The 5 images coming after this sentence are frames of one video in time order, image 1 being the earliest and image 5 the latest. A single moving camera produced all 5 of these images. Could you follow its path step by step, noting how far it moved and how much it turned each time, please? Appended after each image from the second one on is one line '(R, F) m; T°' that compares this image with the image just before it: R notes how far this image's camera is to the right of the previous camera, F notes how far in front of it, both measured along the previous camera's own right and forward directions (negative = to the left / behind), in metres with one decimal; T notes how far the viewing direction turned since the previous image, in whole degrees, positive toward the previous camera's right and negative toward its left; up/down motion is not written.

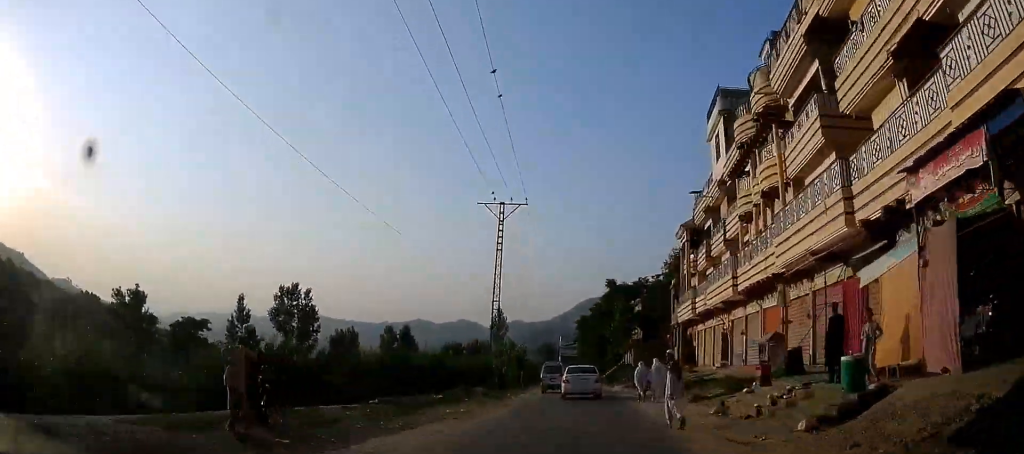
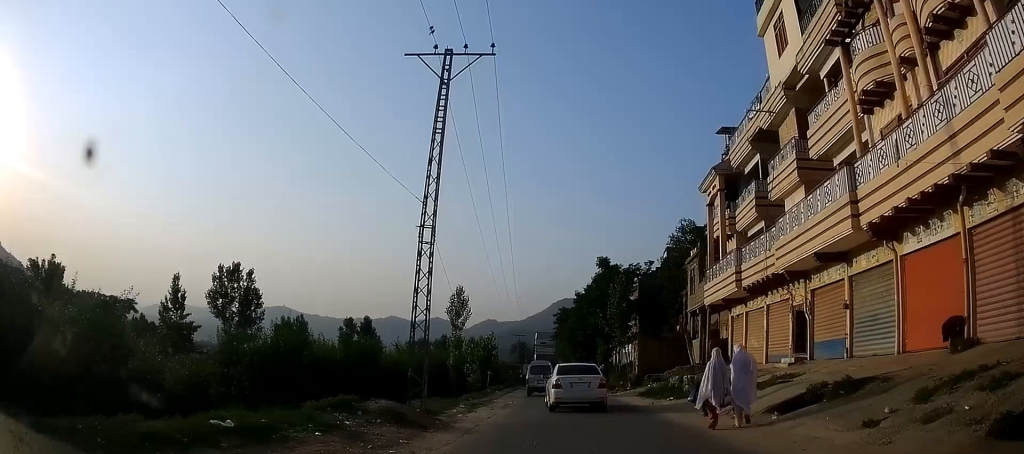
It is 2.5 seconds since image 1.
(-0.2, +14.3) m; 0°
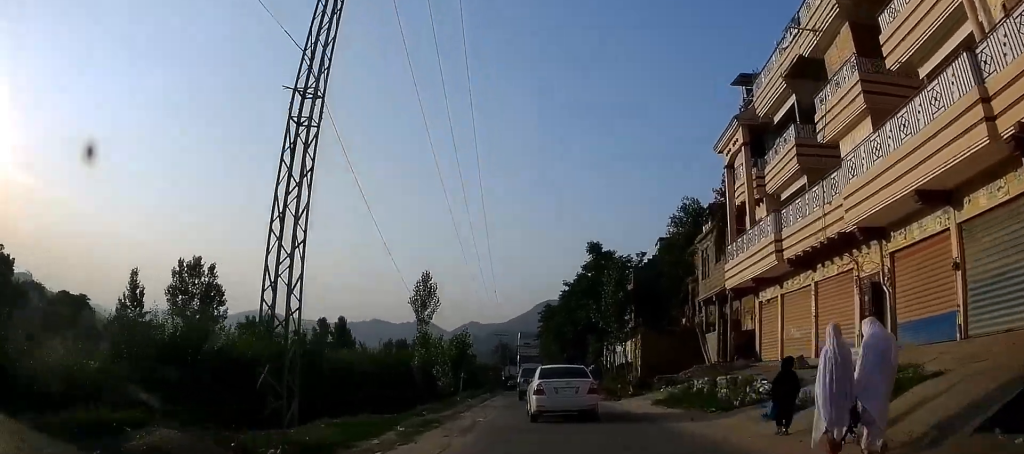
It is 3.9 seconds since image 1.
(+0.1, +7.4) m; +3°
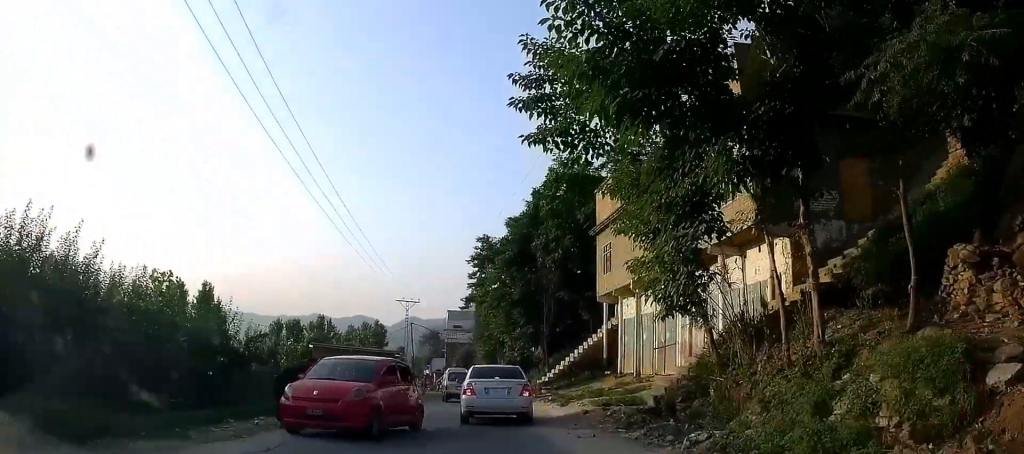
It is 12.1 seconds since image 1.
(+3.7, +40.2) m; +4°
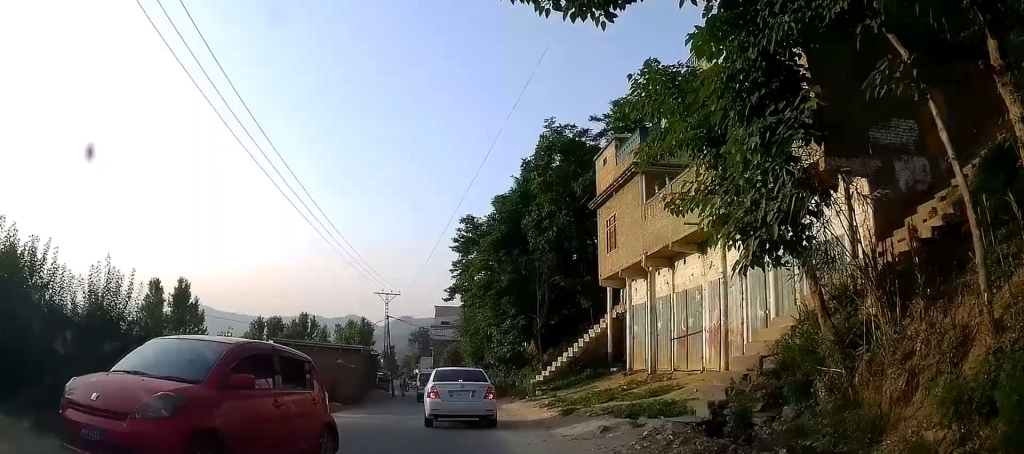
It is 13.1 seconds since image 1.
(-0.2, +5.3) m; -1°
